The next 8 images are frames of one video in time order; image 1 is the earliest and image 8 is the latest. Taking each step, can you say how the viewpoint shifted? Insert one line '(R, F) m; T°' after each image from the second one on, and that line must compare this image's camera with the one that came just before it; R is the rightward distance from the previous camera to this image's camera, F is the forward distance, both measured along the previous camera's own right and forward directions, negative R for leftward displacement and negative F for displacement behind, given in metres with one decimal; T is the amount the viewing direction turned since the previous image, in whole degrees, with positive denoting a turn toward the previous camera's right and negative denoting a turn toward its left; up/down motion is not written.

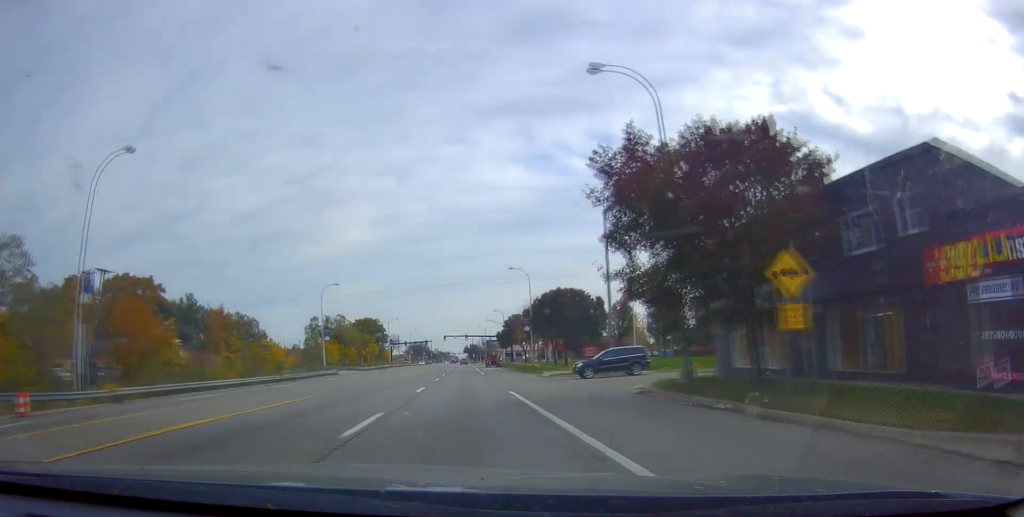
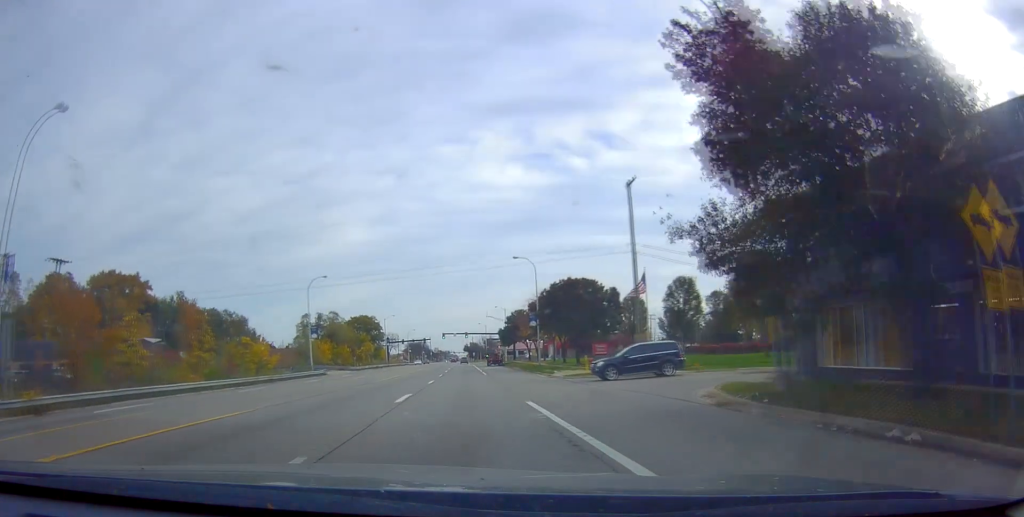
(-0.1, +7.2) m; 0°
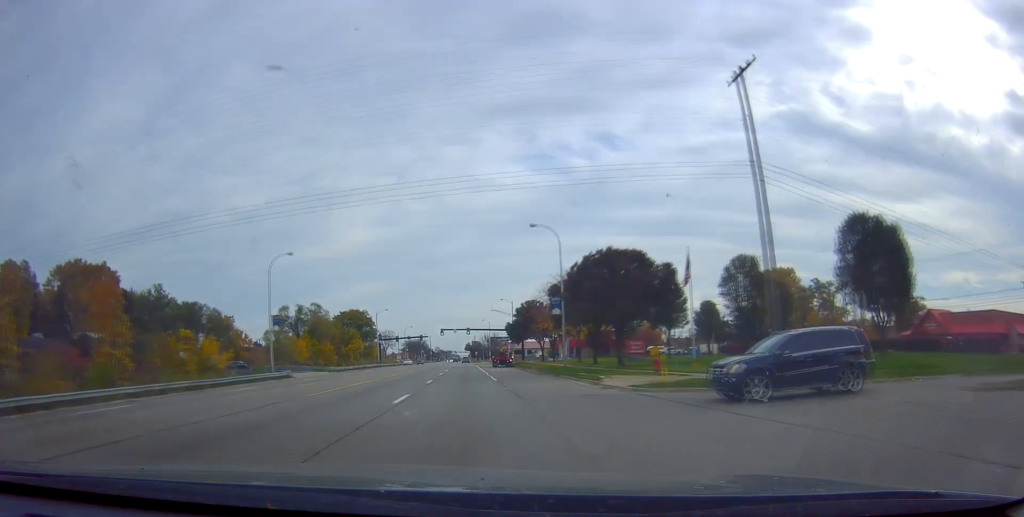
(-0.1, +16.7) m; 0°
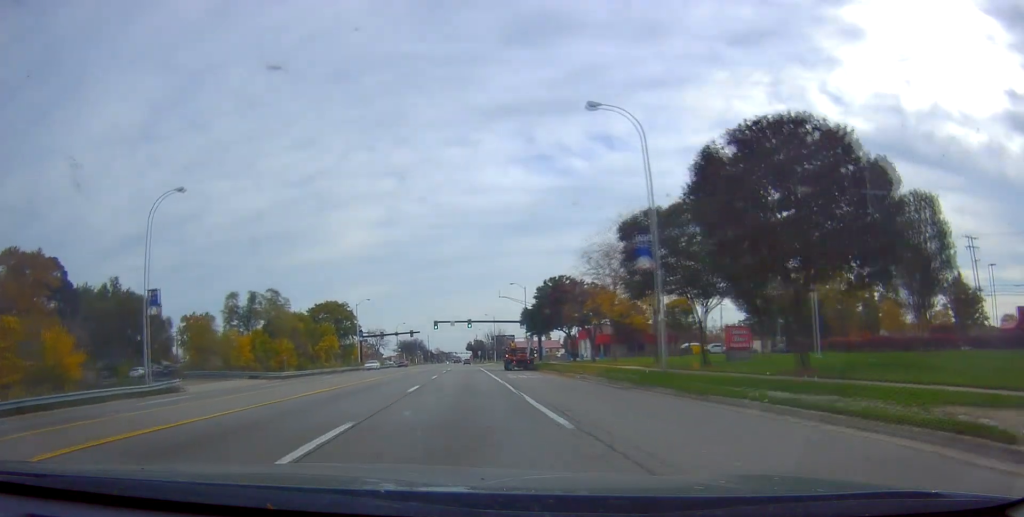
(-0.3, +25.5) m; -2°
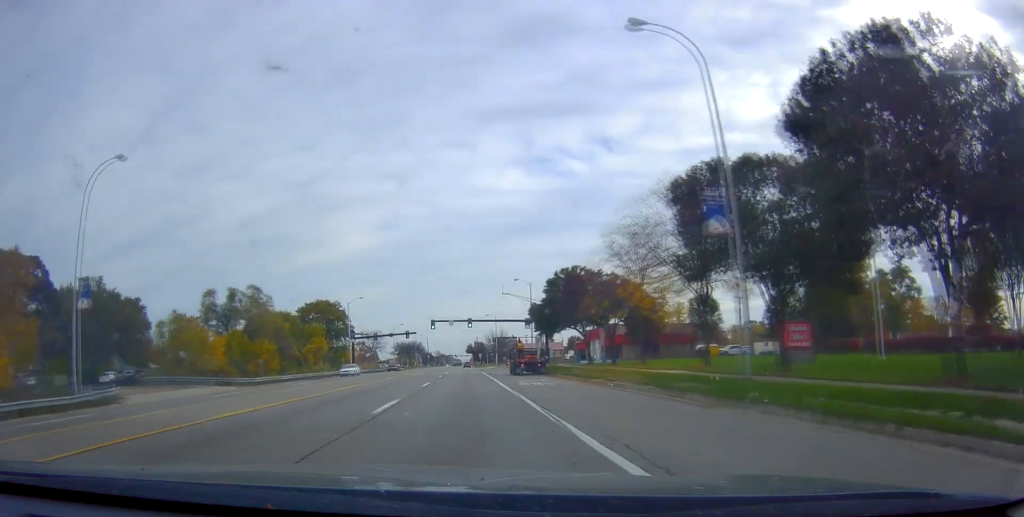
(0.0, +7.9) m; +1°
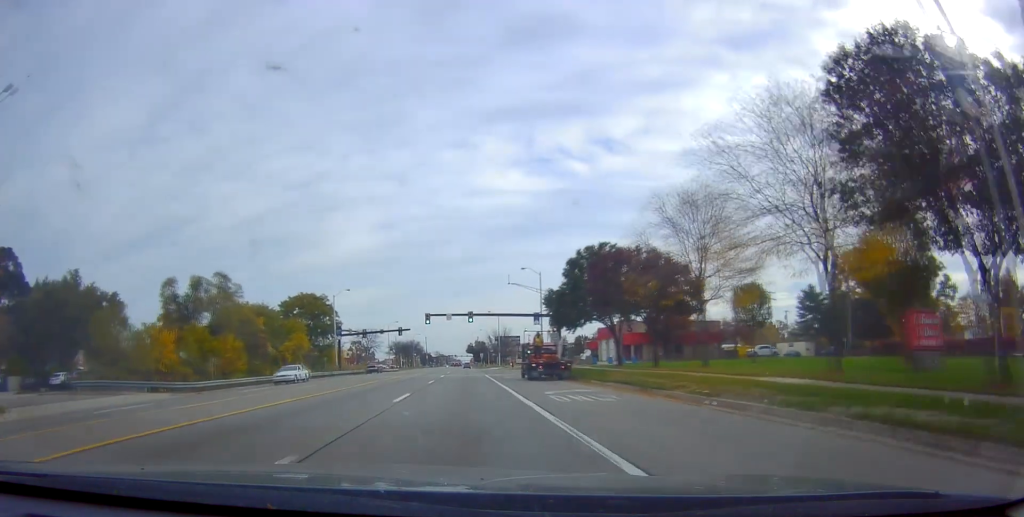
(+0.1, +11.2) m; +1°
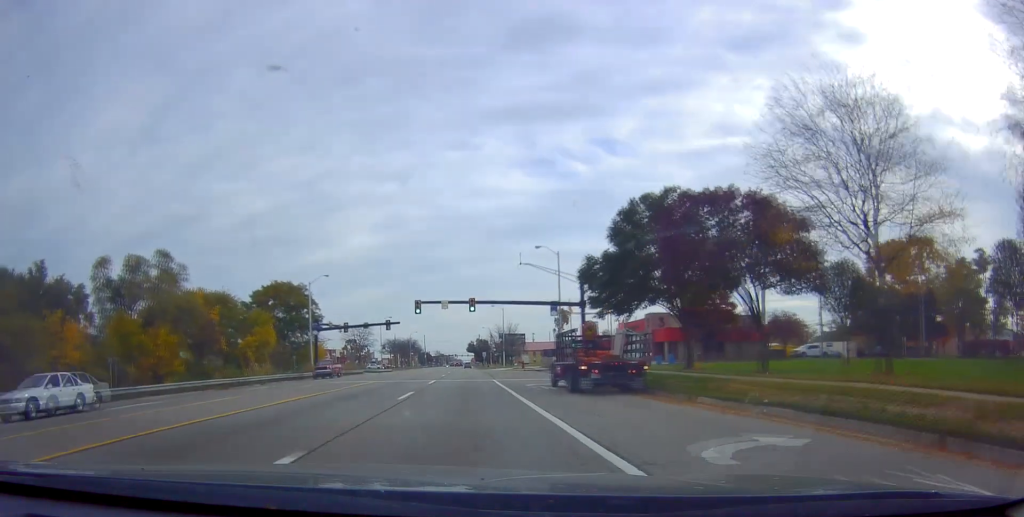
(+0.3, +14.6) m; +1°
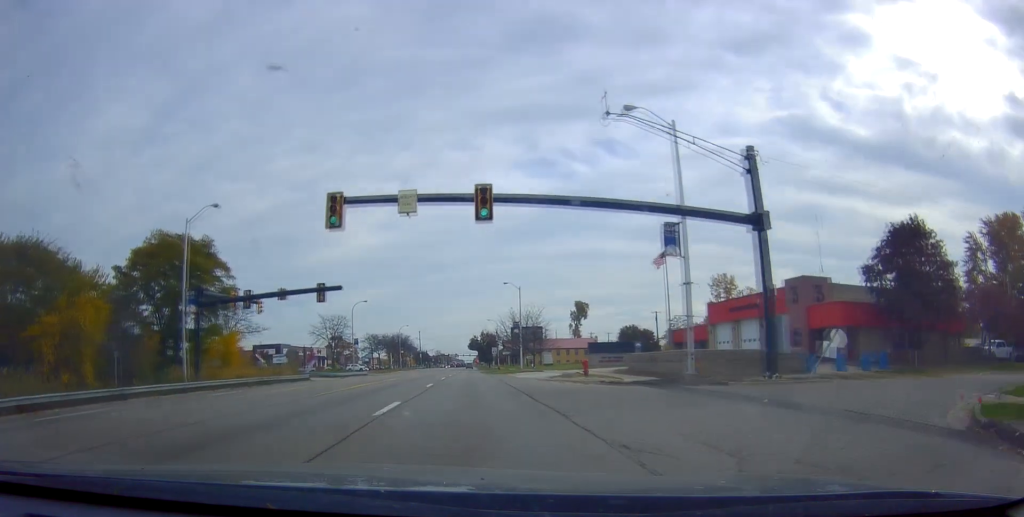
(0.0, +35.3) m; -1°
